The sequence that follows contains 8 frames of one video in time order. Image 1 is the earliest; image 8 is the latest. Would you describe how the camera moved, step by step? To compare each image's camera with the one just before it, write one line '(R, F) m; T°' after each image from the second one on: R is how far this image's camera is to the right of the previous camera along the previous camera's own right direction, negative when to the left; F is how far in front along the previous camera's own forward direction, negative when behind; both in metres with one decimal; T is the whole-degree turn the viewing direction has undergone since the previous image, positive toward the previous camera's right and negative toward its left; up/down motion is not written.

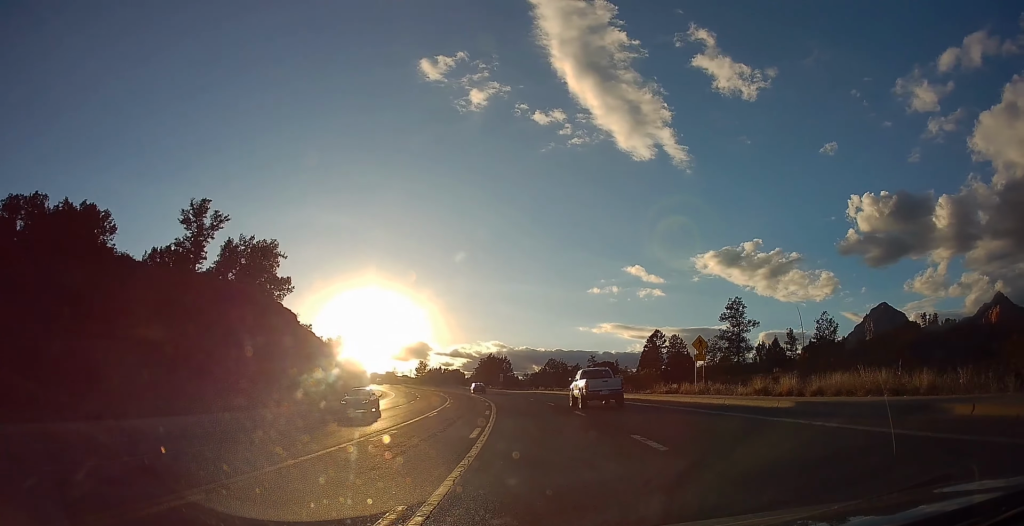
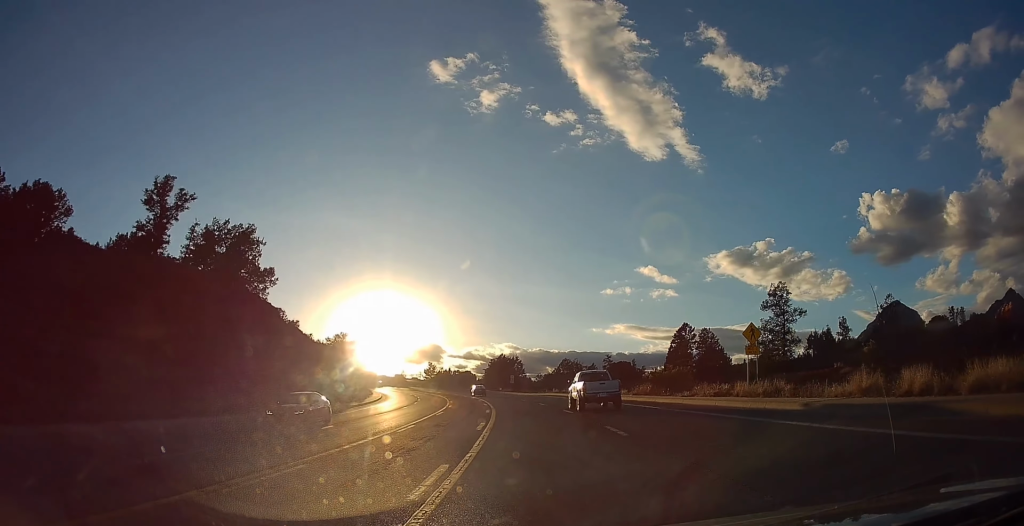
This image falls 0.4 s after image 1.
(-0.2, +8.0) m; -1°
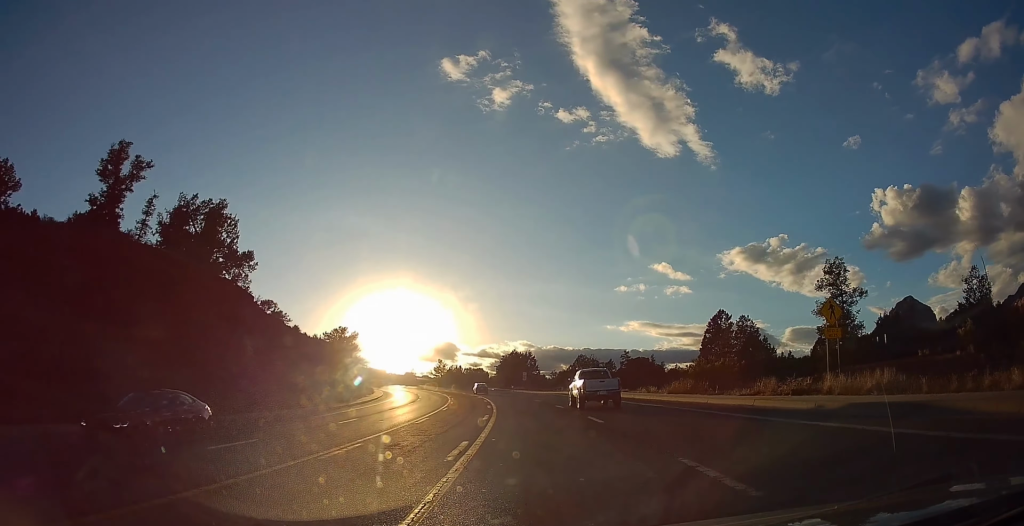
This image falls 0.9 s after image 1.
(0.0, +8.1) m; -2°
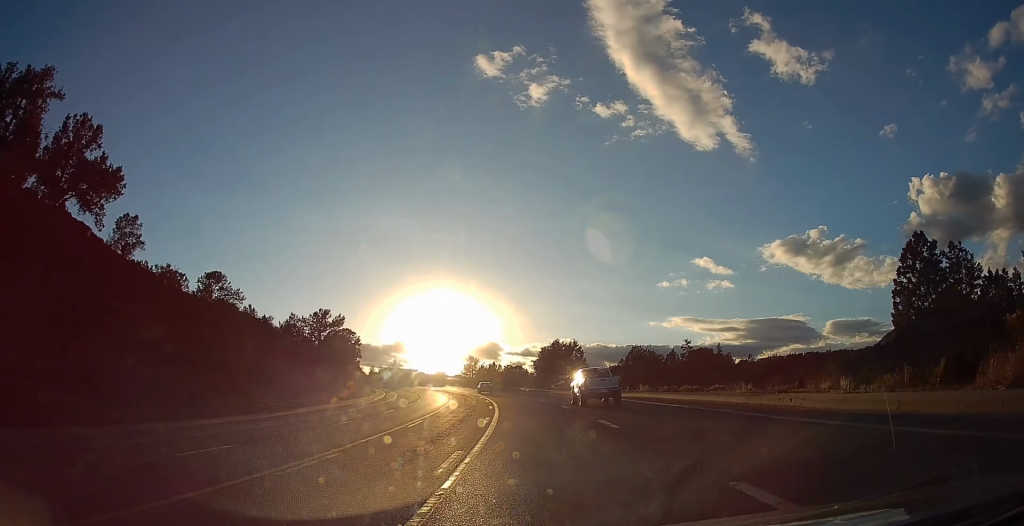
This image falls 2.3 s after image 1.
(-1.1, +25.9) m; -4°
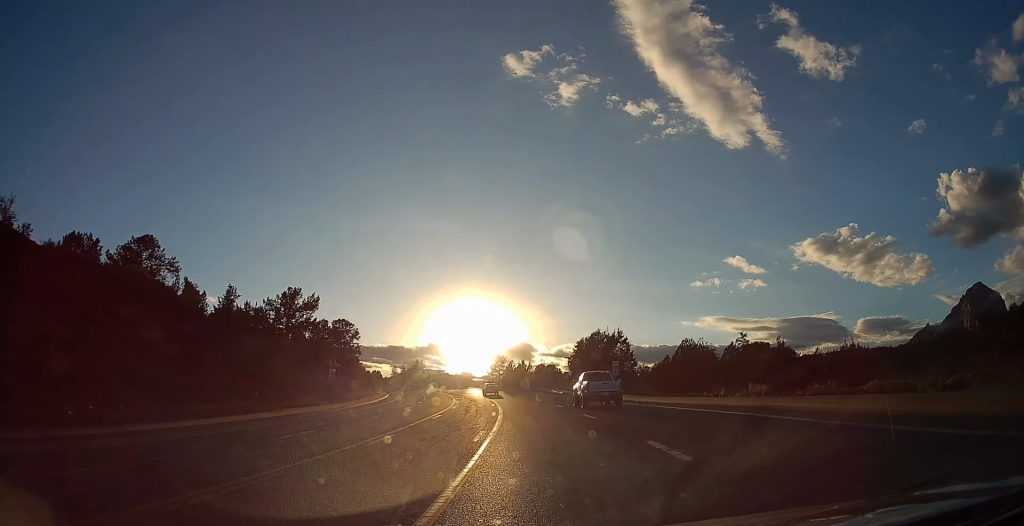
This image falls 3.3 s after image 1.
(-0.4, +18.6) m; -2°
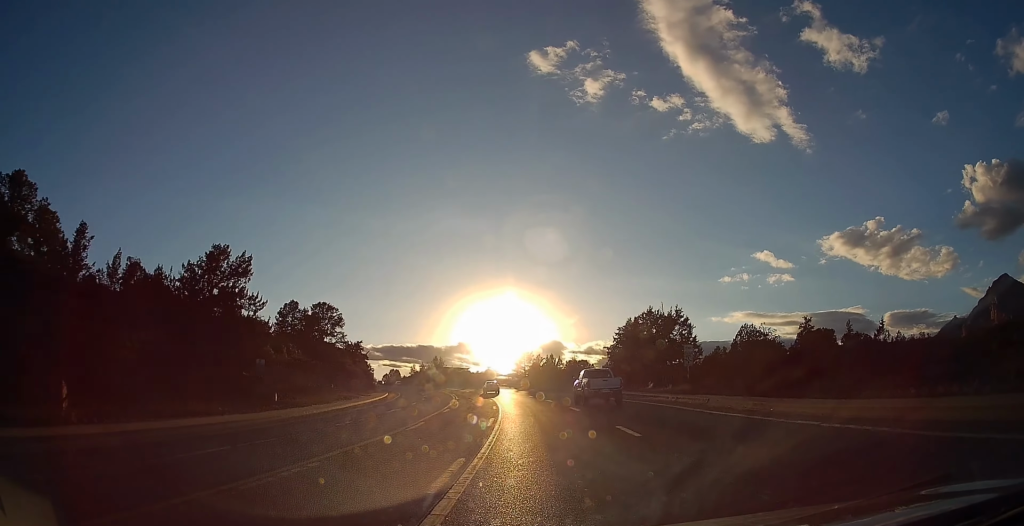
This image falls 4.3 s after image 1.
(-0.2, +19.3) m; -2°
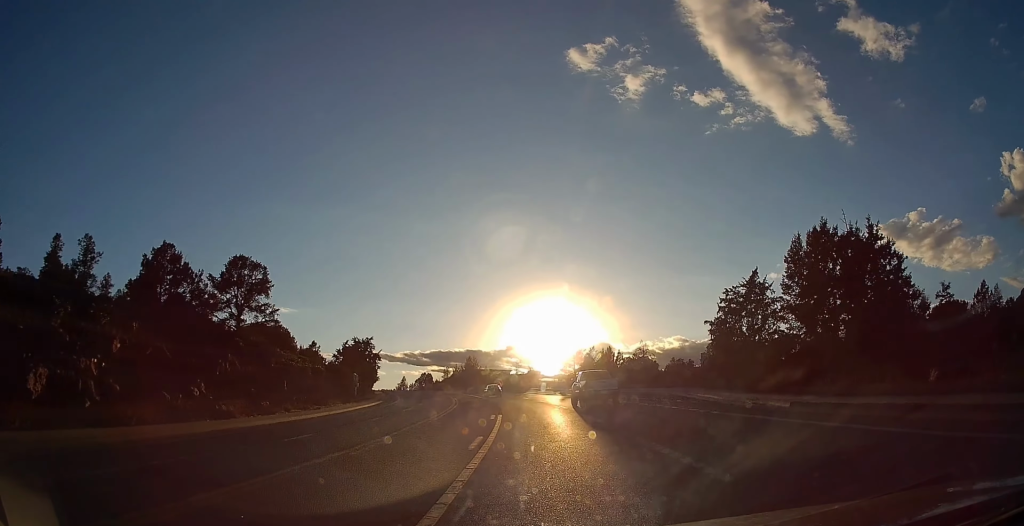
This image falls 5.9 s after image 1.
(-1.4, +30.7) m; -6°
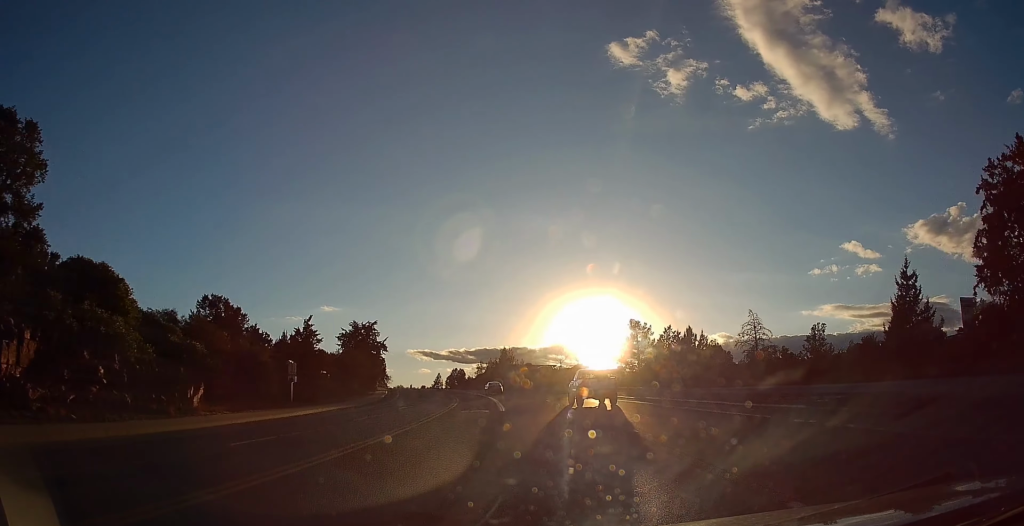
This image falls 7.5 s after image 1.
(-2.3, +28.8) m; -8°
